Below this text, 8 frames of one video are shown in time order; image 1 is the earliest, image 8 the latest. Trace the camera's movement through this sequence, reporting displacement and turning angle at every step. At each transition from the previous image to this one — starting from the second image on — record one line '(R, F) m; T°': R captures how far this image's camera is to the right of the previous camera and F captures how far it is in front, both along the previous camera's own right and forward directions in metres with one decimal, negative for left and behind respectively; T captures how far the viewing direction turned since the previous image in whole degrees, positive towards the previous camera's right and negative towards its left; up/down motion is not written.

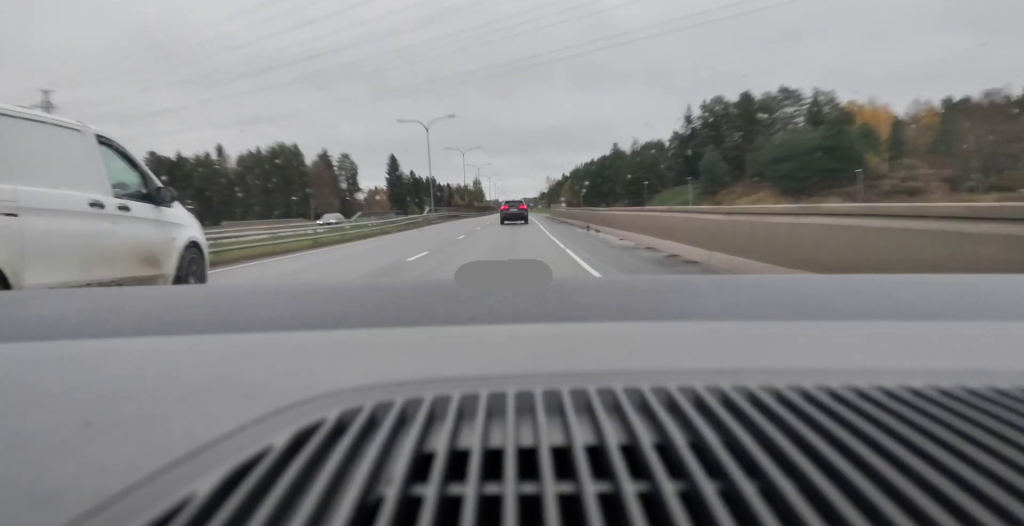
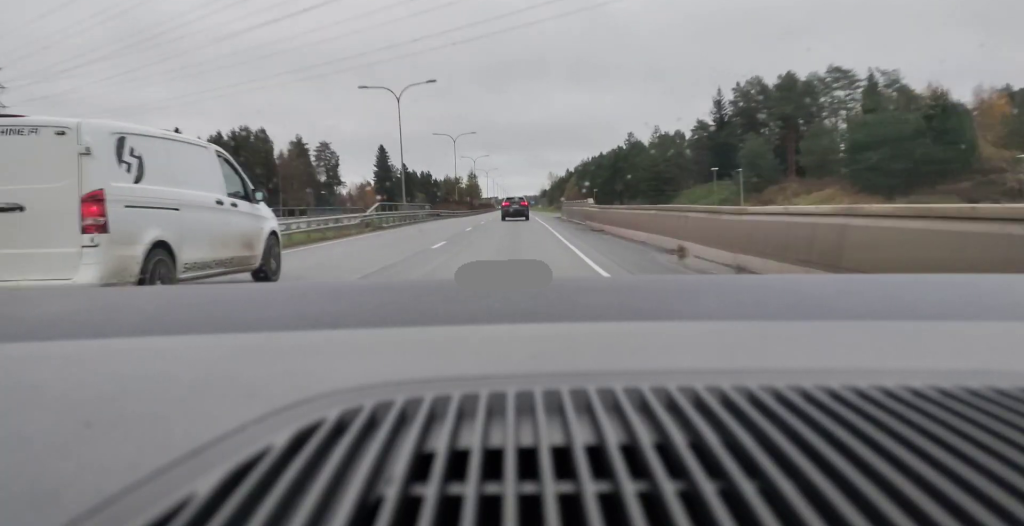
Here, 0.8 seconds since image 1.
(+0.5, +21.0) m; 0°
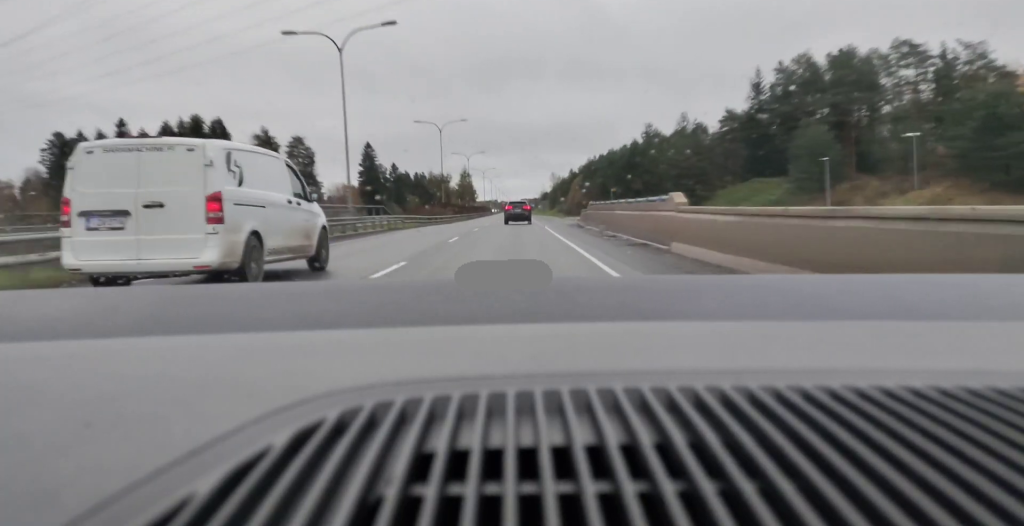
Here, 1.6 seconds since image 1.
(-0.4, +19.9) m; 0°
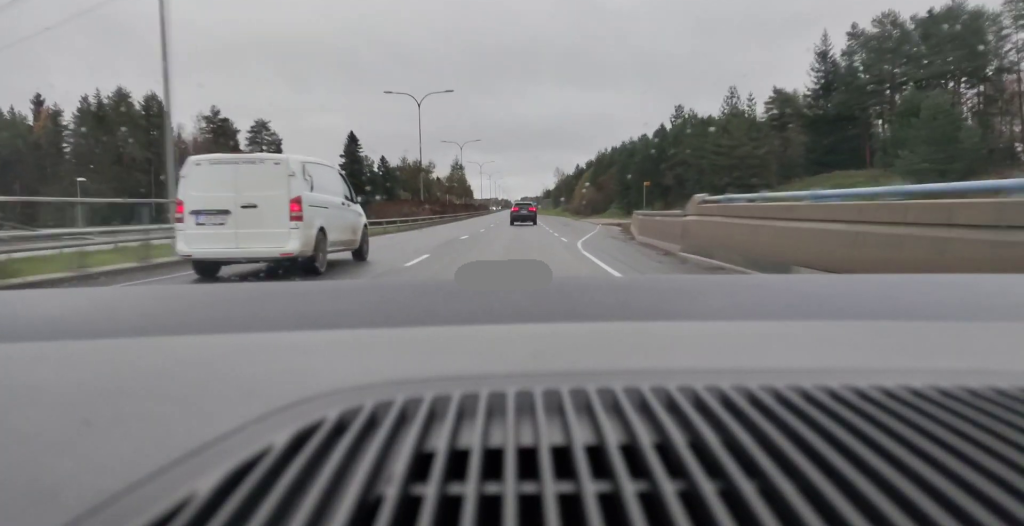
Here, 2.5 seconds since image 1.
(+0.2, +22.1) m; 0°
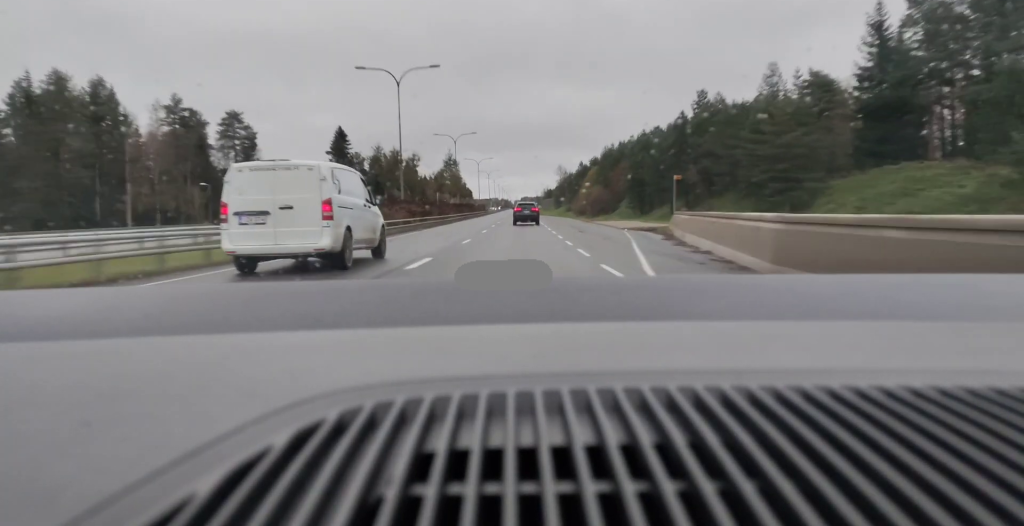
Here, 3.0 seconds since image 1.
(+0.1, +12.1) m; 0°
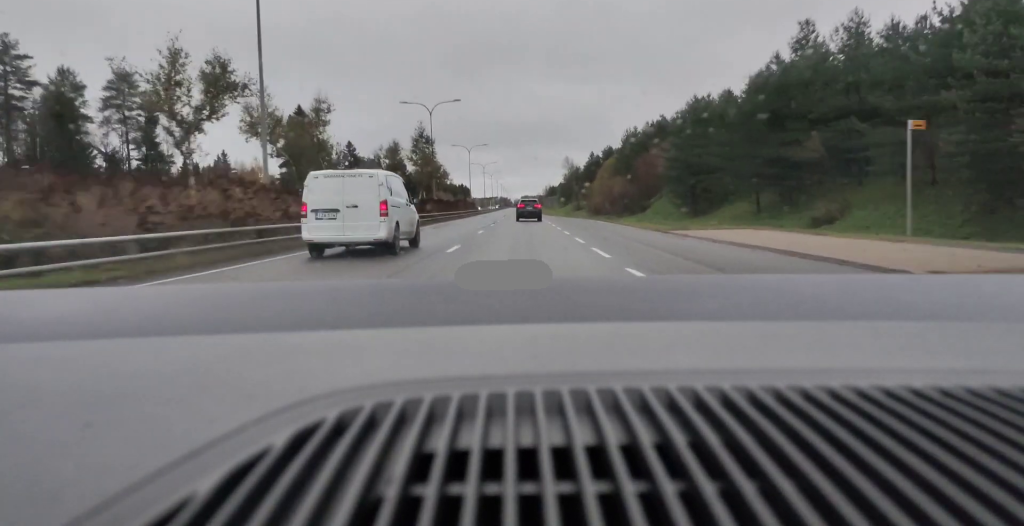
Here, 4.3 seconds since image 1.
(-0.1, +30.9) m; 0°
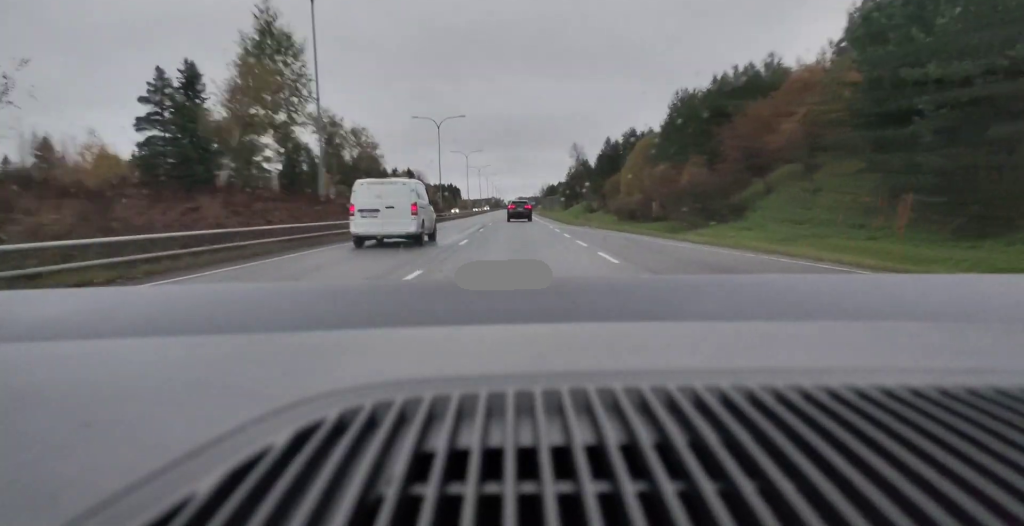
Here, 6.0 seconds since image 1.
(+0.5, +44.0) m; +1°
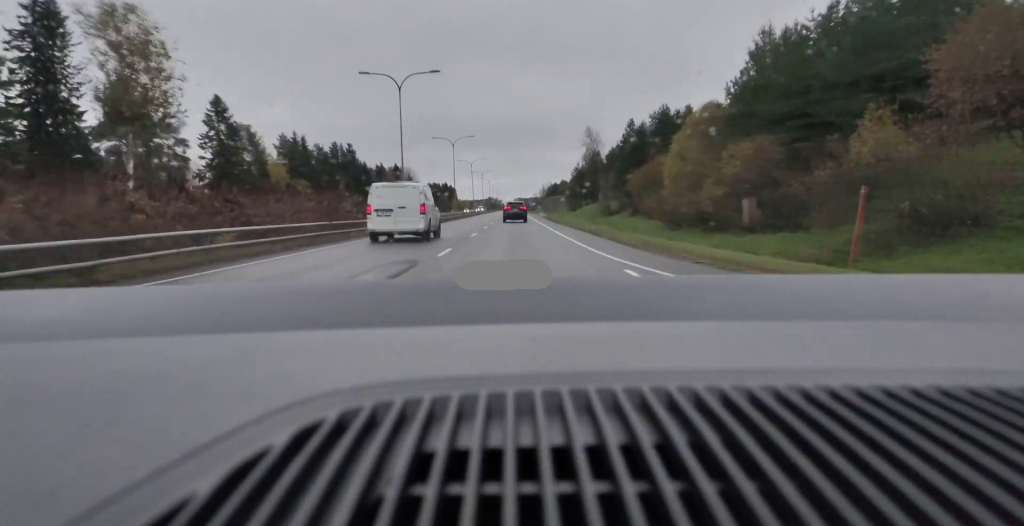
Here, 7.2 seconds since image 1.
(-0.1, +29.1) m; 0°
